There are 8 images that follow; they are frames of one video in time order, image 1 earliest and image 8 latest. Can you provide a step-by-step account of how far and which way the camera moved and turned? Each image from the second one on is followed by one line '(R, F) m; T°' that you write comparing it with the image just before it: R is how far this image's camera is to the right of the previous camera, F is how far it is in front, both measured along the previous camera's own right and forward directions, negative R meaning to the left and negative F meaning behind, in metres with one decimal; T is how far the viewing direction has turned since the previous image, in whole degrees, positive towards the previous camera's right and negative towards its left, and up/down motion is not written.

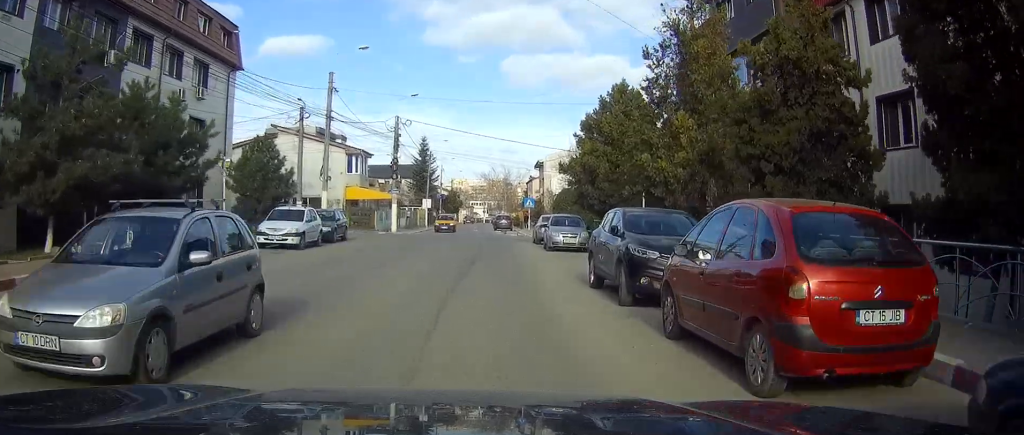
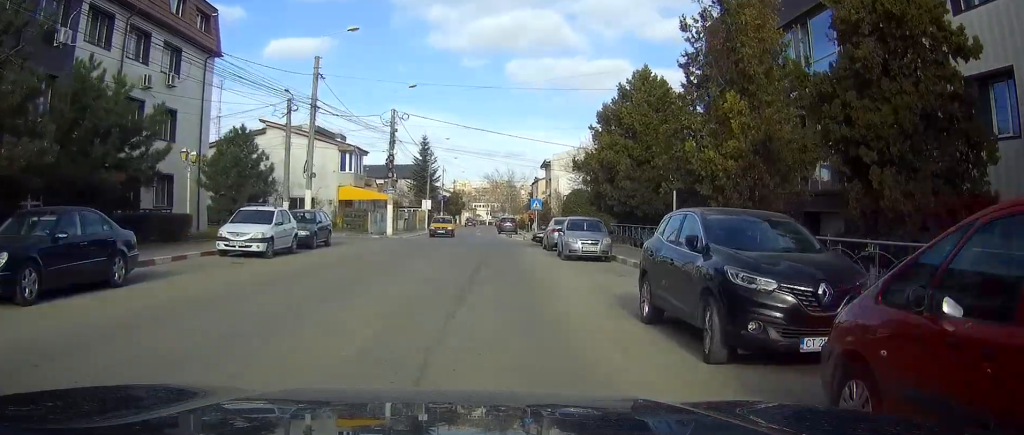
(0.0, +4.4) m; 0°
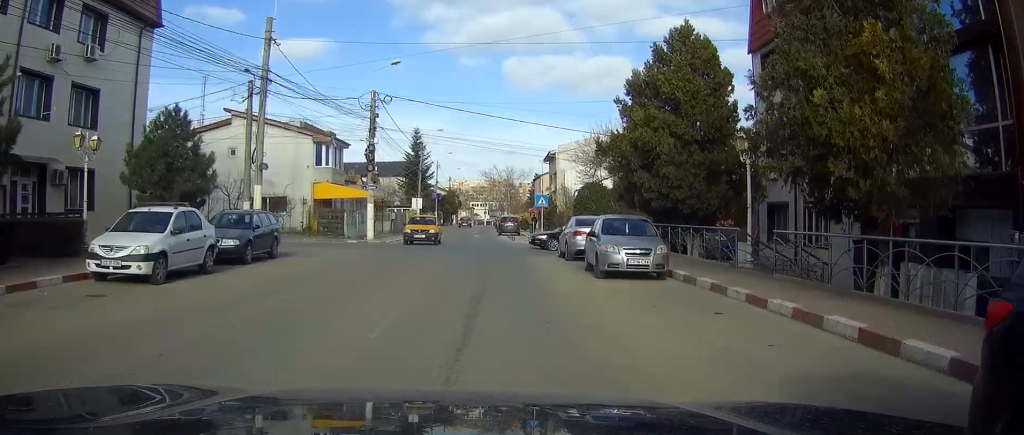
(0.0, +7.6) m; -1°
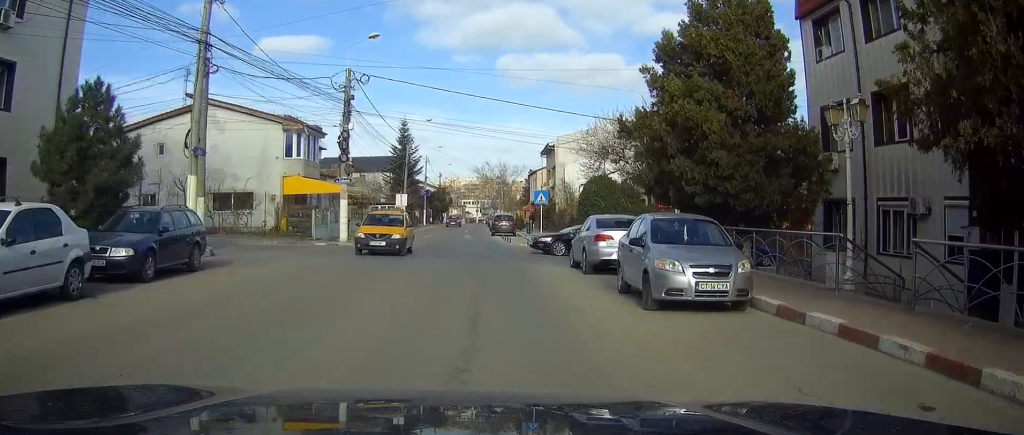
(0.0, +5.8) m; -2°
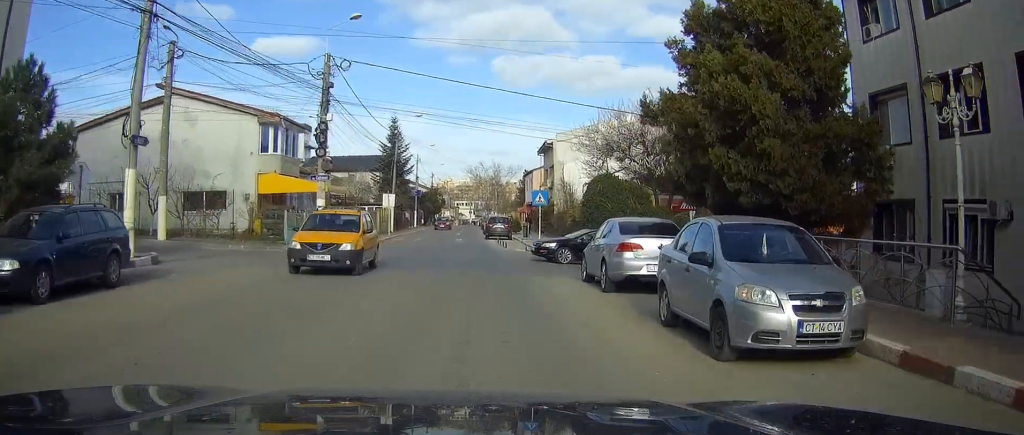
(-0.2, +3.7) m; -1°
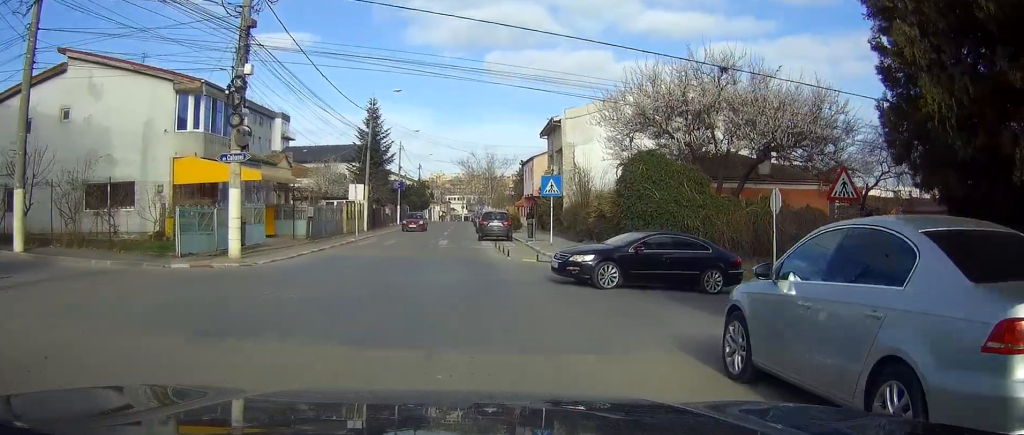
(0.0, +10.9) m; +4°
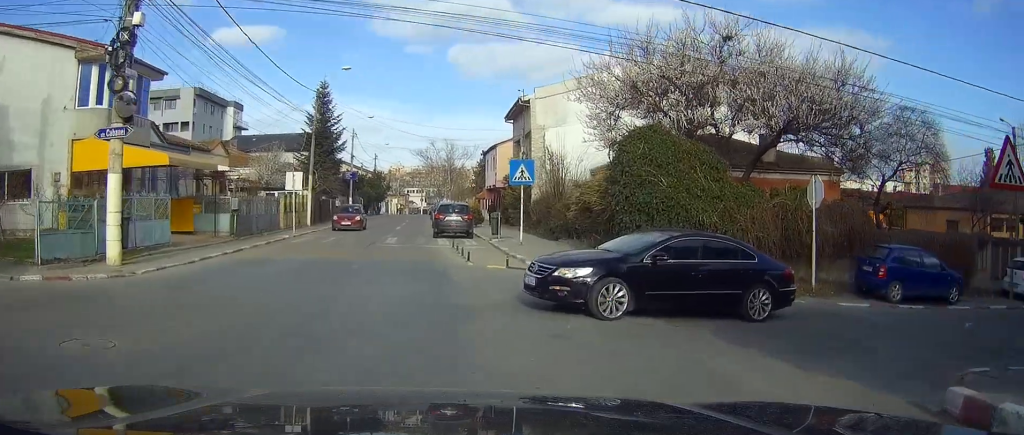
(+0.4, +5.6) m; +18°
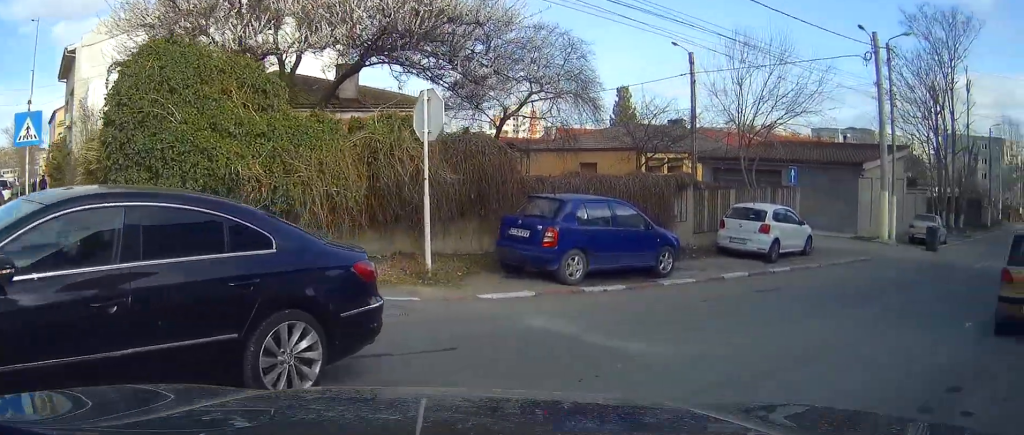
(+2.9, +7.4) m; +37°
